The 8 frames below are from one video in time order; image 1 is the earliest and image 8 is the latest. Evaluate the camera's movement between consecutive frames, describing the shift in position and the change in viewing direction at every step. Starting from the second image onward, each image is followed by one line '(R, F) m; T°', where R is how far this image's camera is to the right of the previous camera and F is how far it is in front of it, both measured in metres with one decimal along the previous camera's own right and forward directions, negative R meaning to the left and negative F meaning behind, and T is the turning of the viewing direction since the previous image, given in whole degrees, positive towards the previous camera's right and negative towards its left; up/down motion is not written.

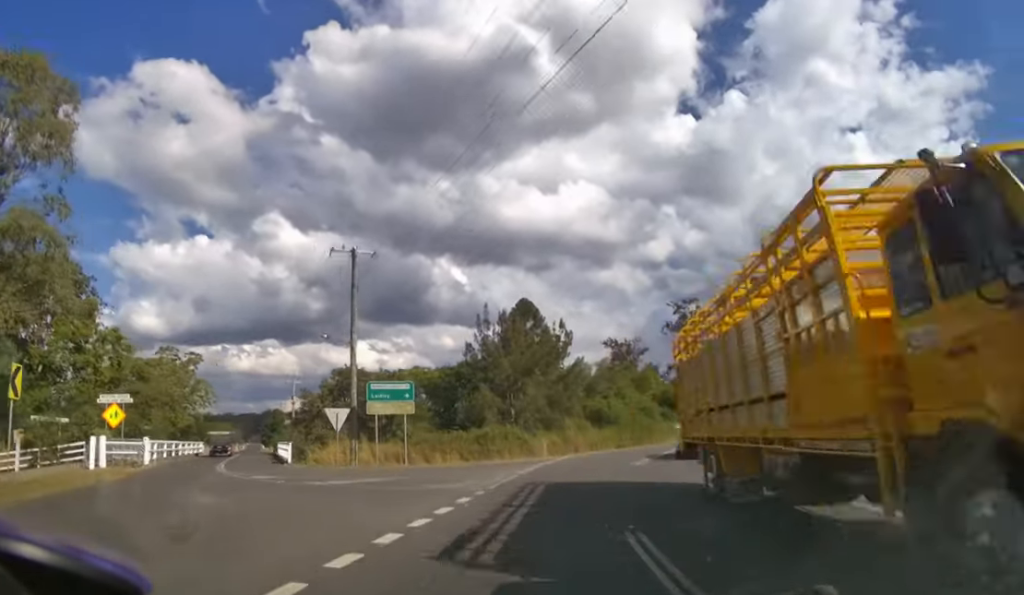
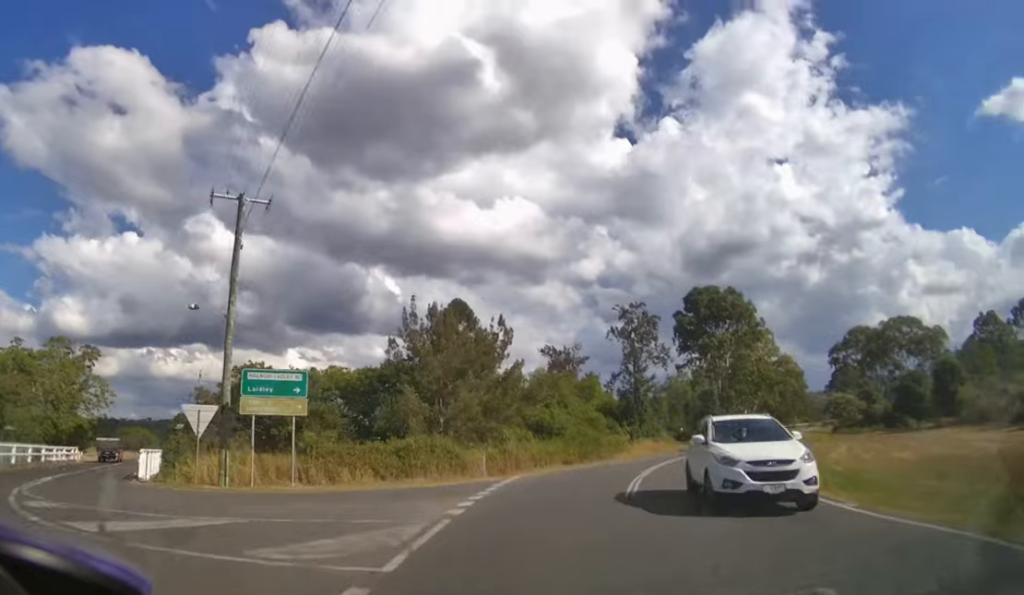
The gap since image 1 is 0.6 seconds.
(+0.6, +6.9) m; +9°
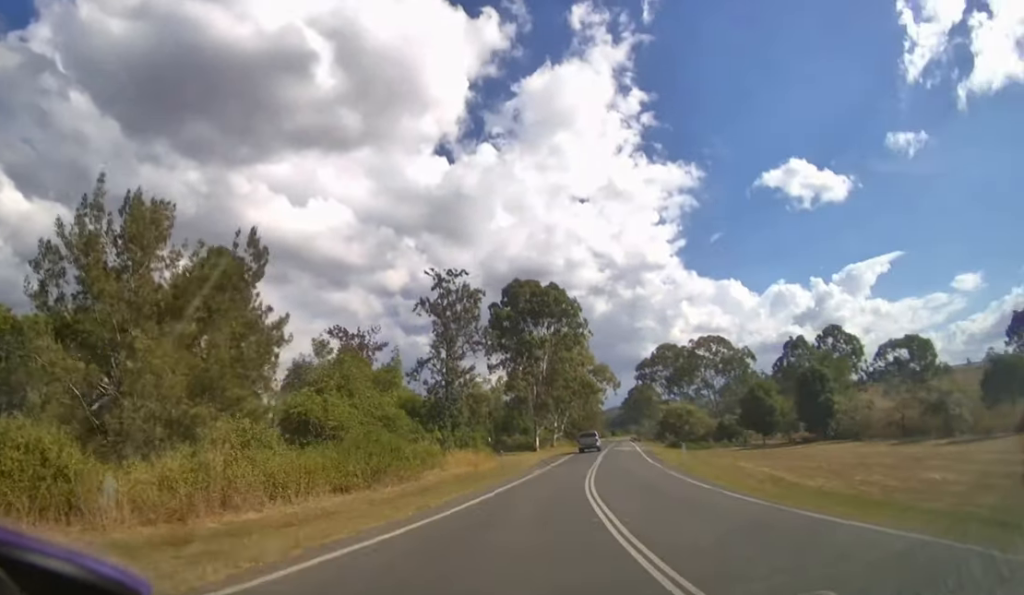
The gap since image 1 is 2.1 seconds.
(+3.1, +15.6) m; +21°
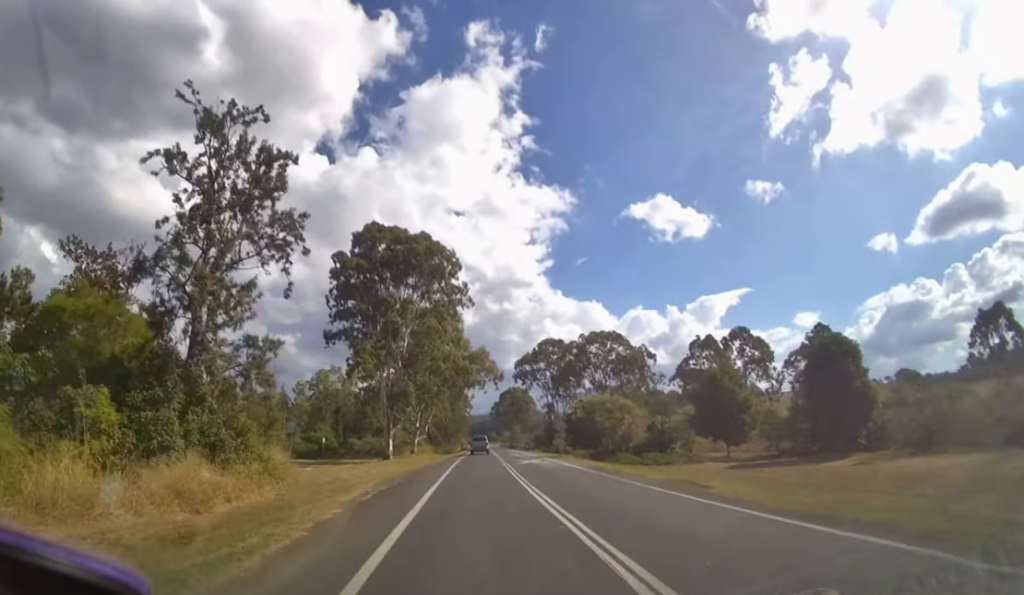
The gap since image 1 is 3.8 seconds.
(+3.2, +18.5) m; +16°
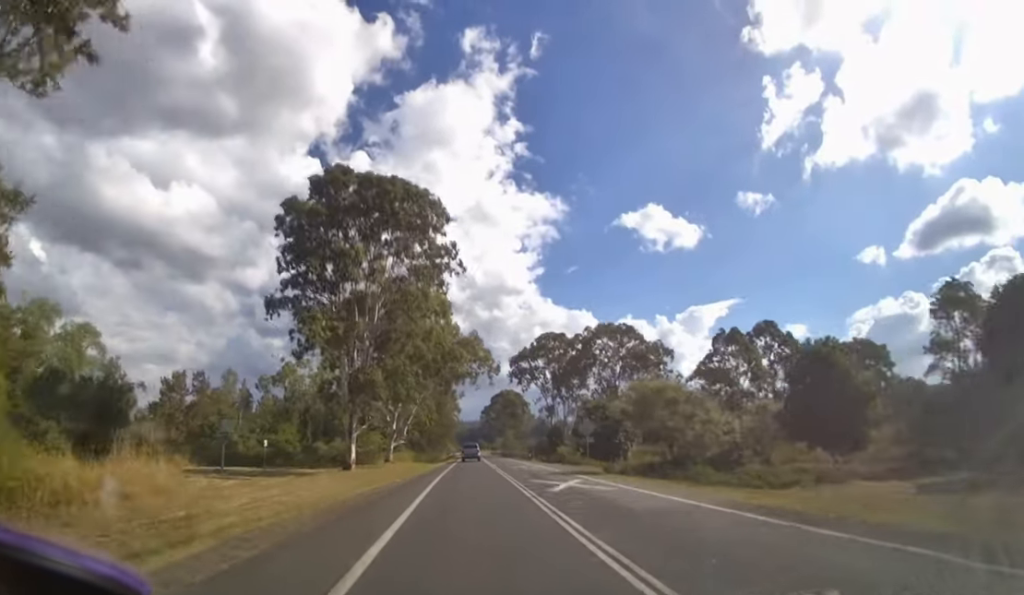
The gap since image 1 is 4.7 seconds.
(+0.5, +11.8) m; +3°
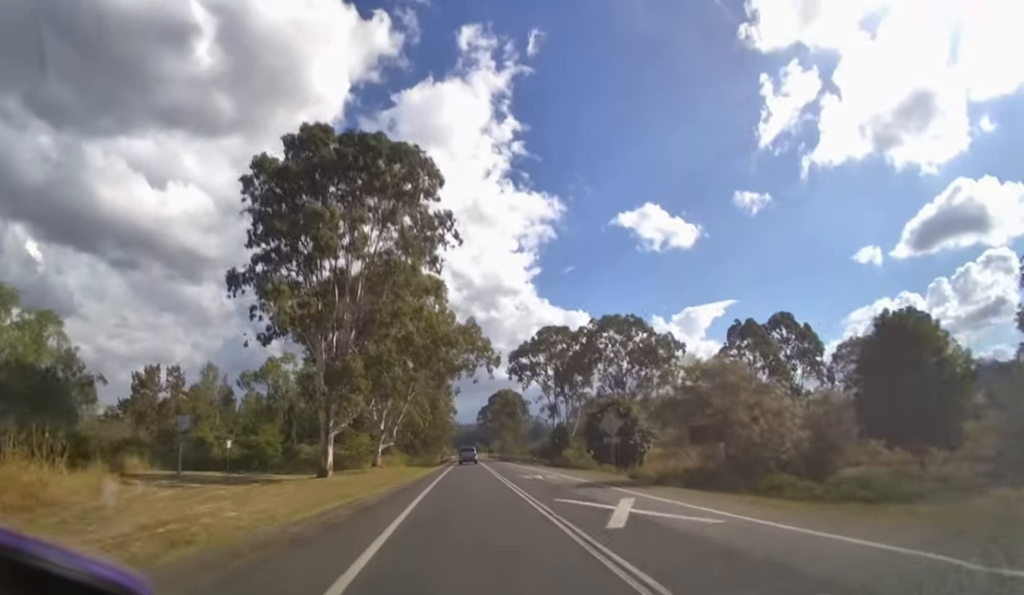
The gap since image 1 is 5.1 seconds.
(+0.1, +5.8) m; +1°
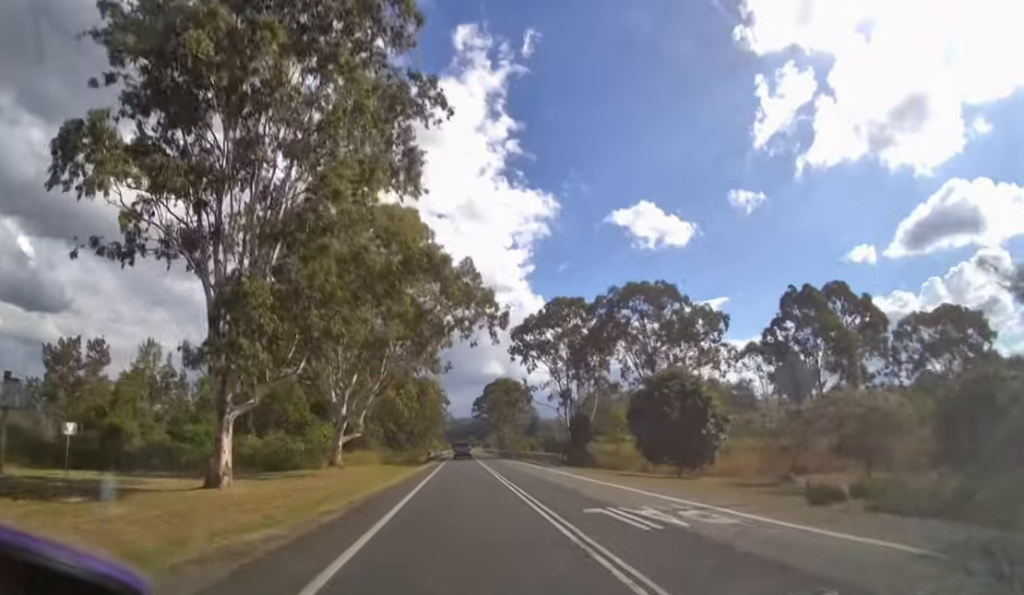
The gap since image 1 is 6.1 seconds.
(+0.1, +15.0) m; +1°
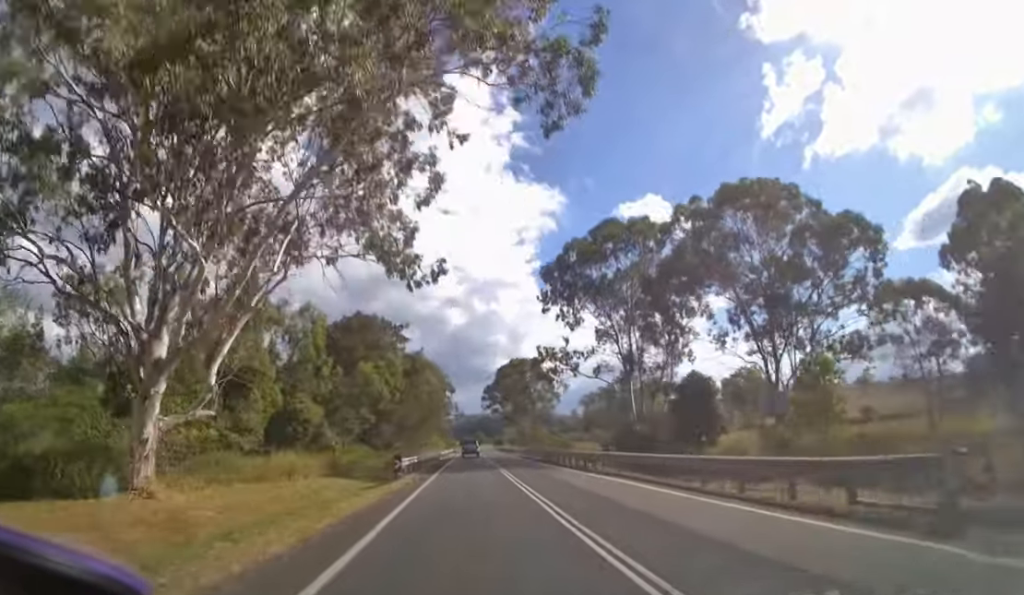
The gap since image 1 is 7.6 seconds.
(0.0, +26.3) m; 0°
